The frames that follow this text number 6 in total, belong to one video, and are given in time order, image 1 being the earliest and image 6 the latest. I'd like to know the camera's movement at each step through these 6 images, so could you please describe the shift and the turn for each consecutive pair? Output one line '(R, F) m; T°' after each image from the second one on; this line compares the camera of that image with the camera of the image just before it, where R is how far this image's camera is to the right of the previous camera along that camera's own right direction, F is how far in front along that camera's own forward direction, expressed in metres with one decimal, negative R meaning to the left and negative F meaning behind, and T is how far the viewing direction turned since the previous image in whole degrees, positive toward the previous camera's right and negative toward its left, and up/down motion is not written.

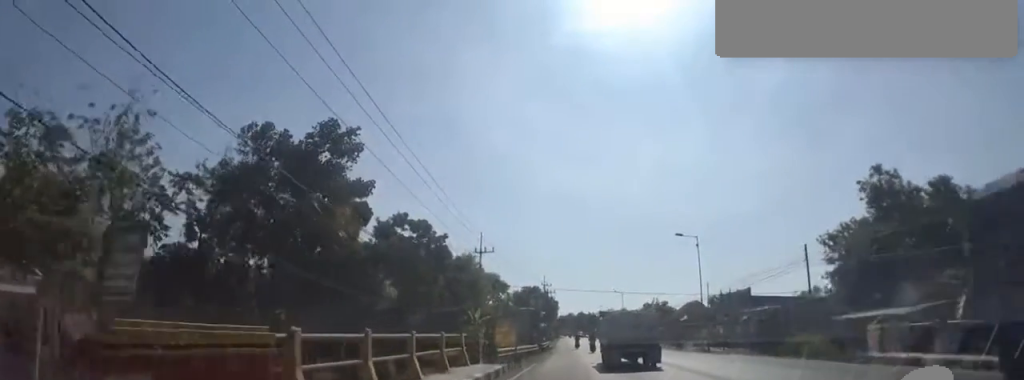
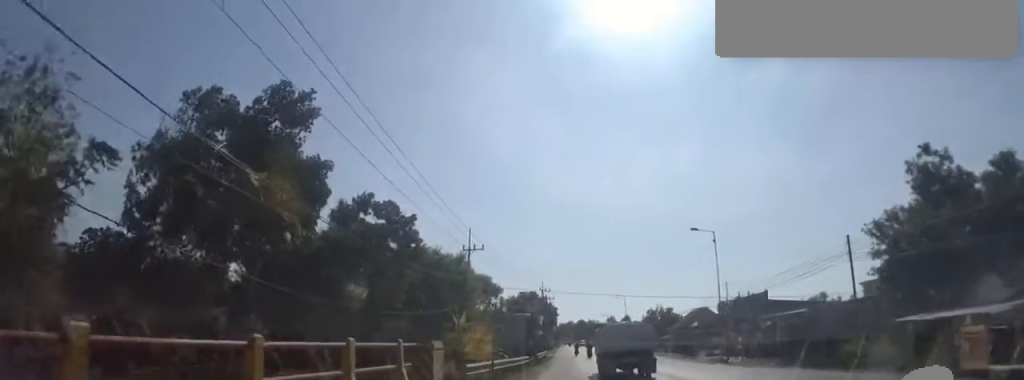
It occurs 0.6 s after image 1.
(0.0, +5.0) m; 0°
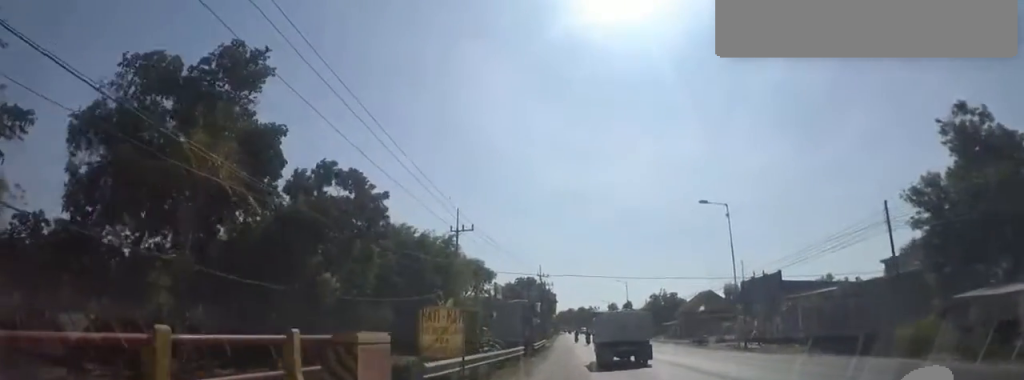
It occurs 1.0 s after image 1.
(0.0, +3.5) m; 0°
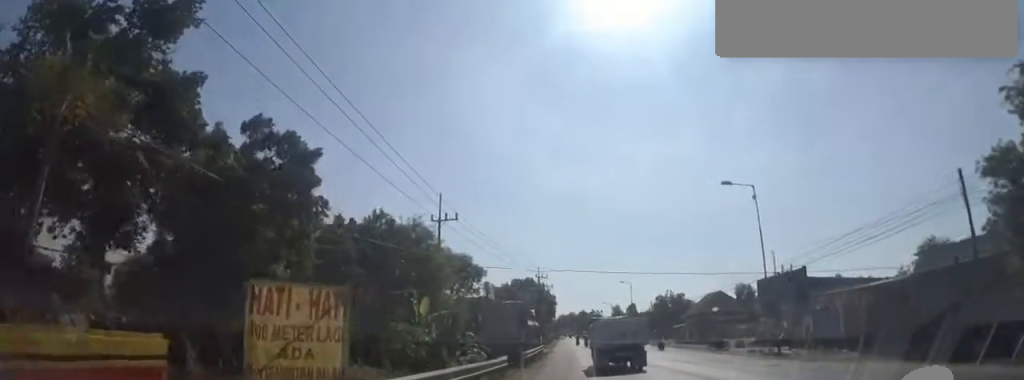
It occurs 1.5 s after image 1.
(0.0, +5.1) m; 0°
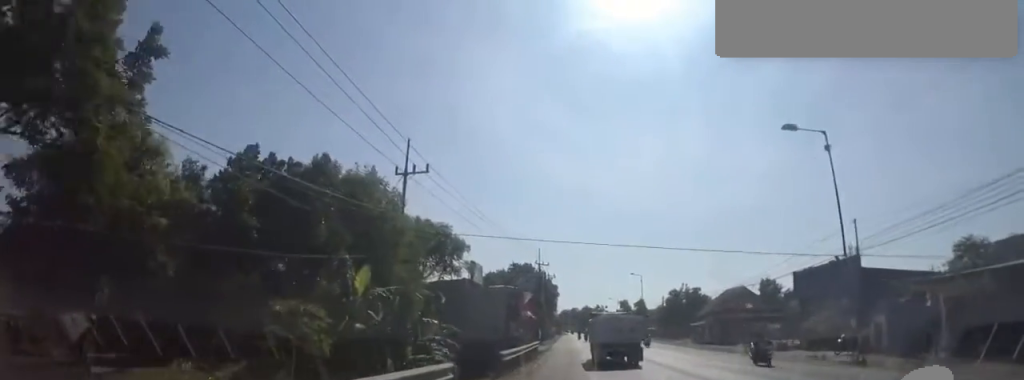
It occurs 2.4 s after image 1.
(0.0, +7.7) m; 0°
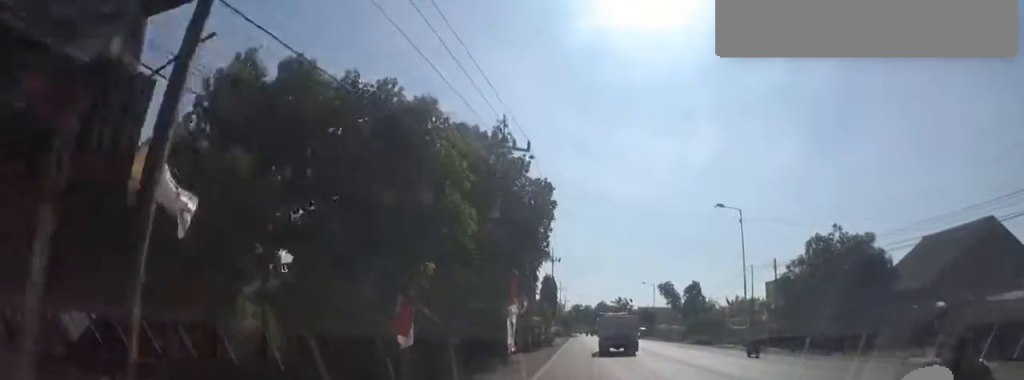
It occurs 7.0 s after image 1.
(-0.2, +38.9) m; +1°
